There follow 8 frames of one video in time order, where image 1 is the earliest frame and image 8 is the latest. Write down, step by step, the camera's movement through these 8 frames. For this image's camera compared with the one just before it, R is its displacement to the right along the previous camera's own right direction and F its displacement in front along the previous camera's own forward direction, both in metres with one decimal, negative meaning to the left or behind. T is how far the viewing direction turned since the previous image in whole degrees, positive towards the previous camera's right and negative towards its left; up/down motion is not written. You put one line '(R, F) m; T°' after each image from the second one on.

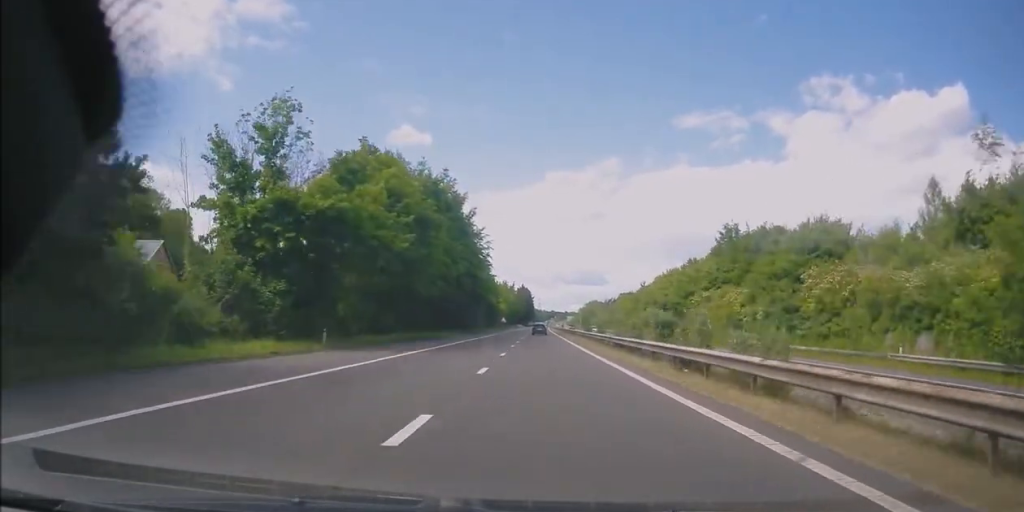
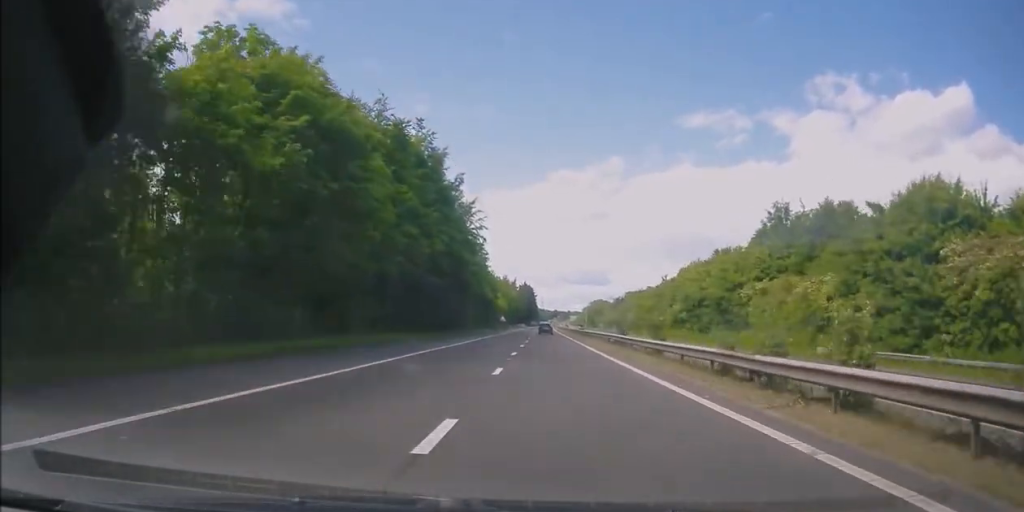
(-0.1, +18.3) m; 0°
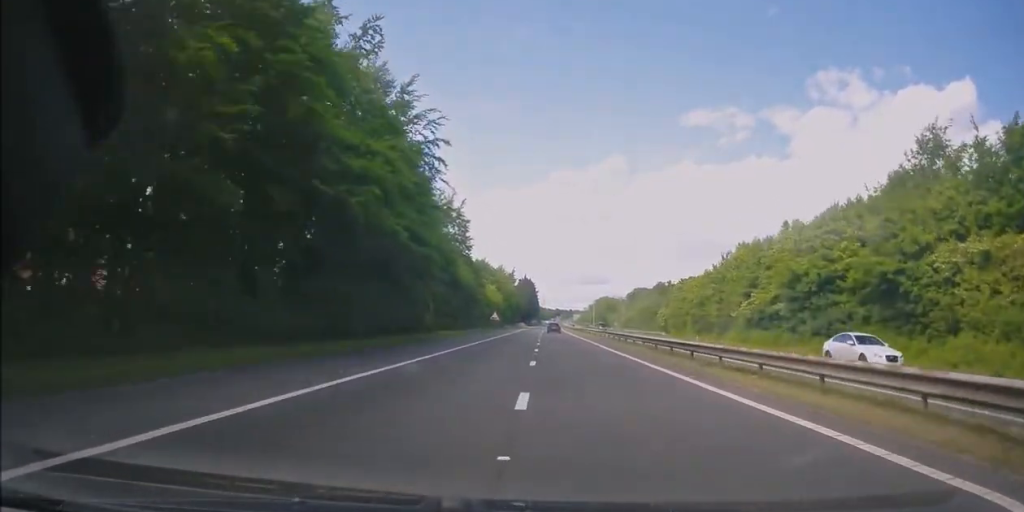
(+0.1, +33.2) m; +1°
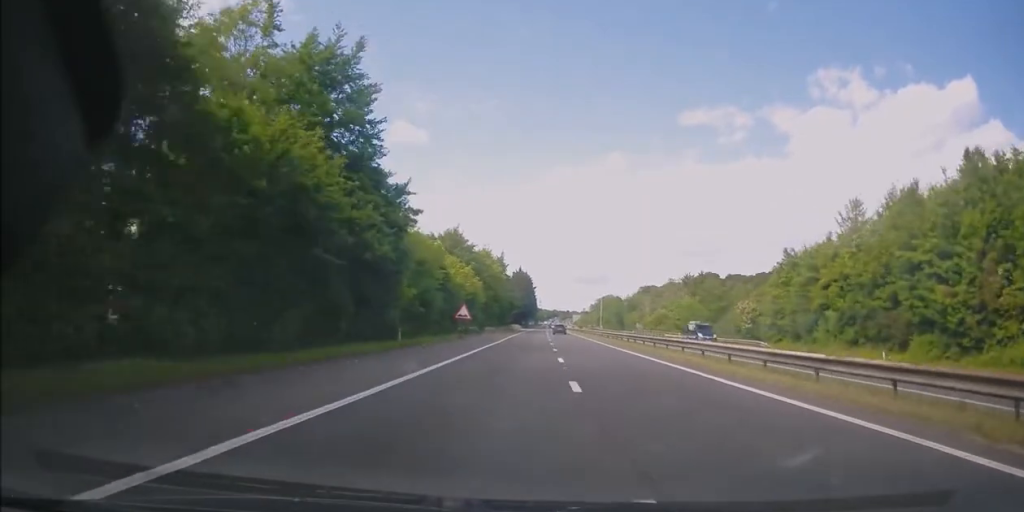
(+0.1, +42.4) m; 0°
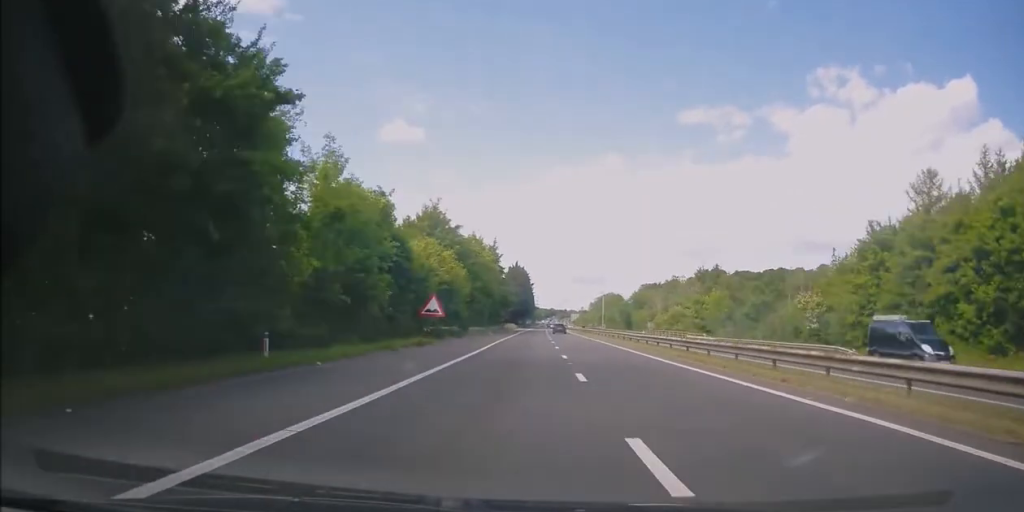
(-0.1, +15.9) m; 0°
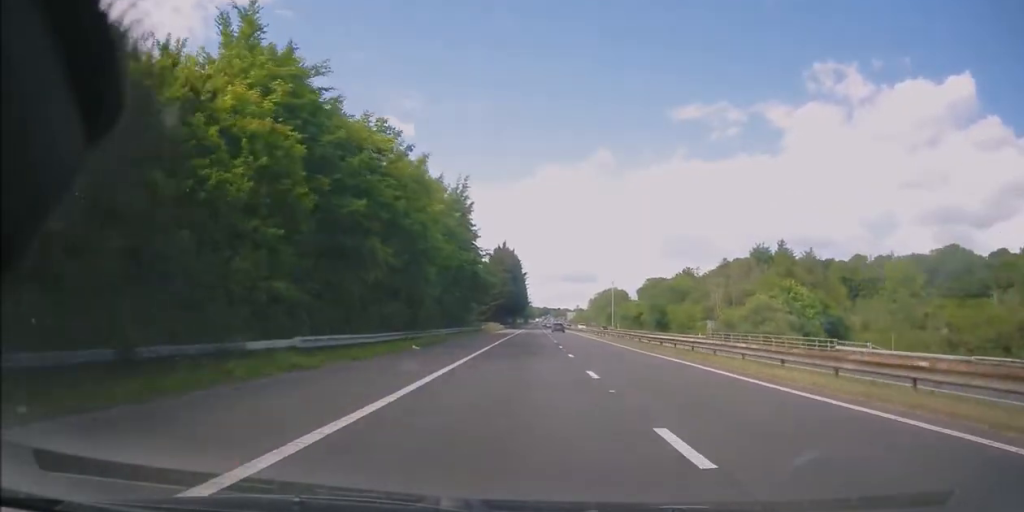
(+0.8, +44.3) m; +2°
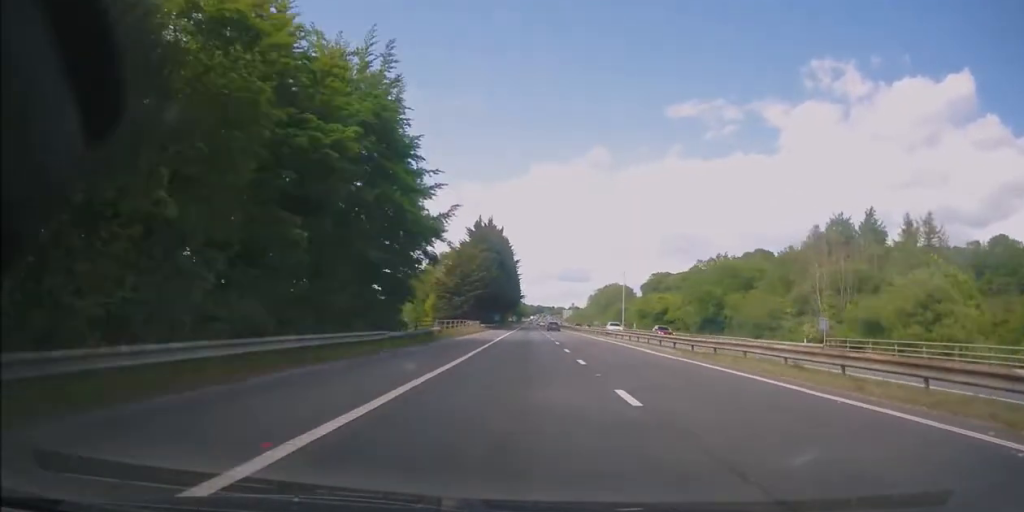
(+0.1, +32.2) m; 0°
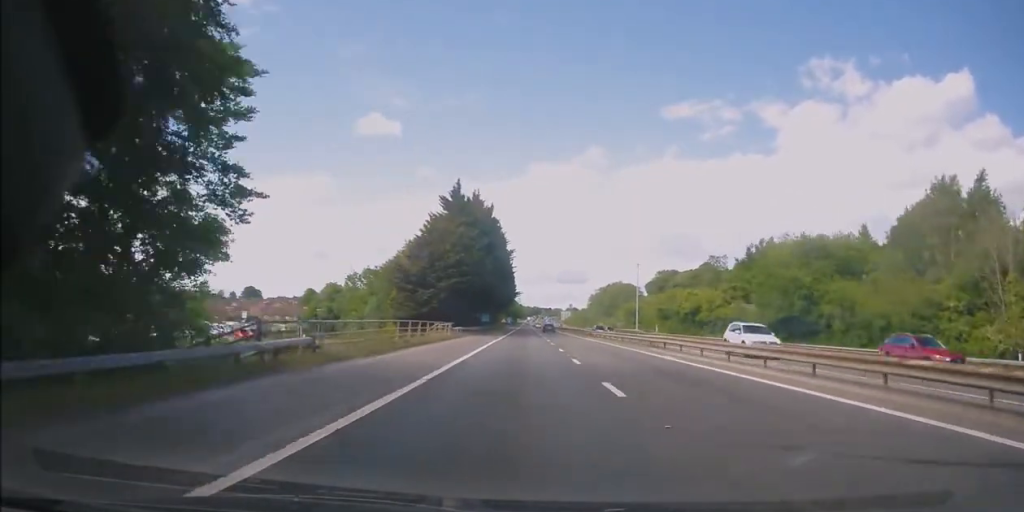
(0.0, +24.2) m; 0°
